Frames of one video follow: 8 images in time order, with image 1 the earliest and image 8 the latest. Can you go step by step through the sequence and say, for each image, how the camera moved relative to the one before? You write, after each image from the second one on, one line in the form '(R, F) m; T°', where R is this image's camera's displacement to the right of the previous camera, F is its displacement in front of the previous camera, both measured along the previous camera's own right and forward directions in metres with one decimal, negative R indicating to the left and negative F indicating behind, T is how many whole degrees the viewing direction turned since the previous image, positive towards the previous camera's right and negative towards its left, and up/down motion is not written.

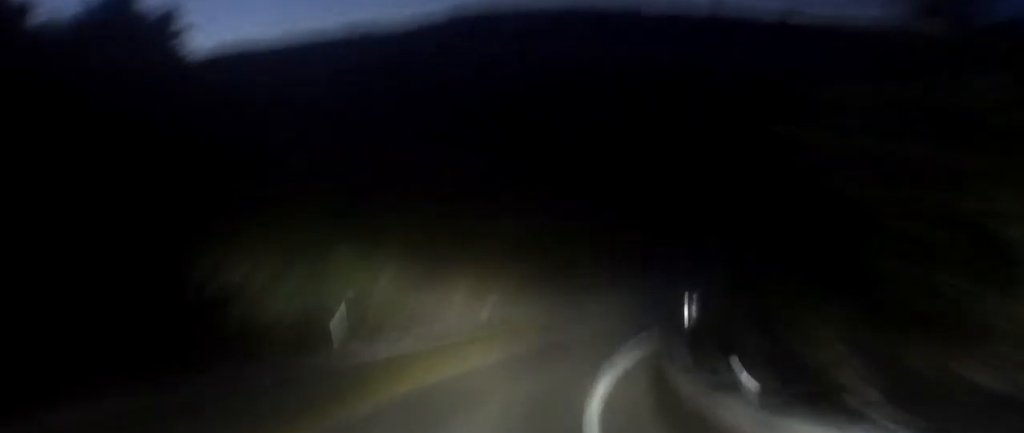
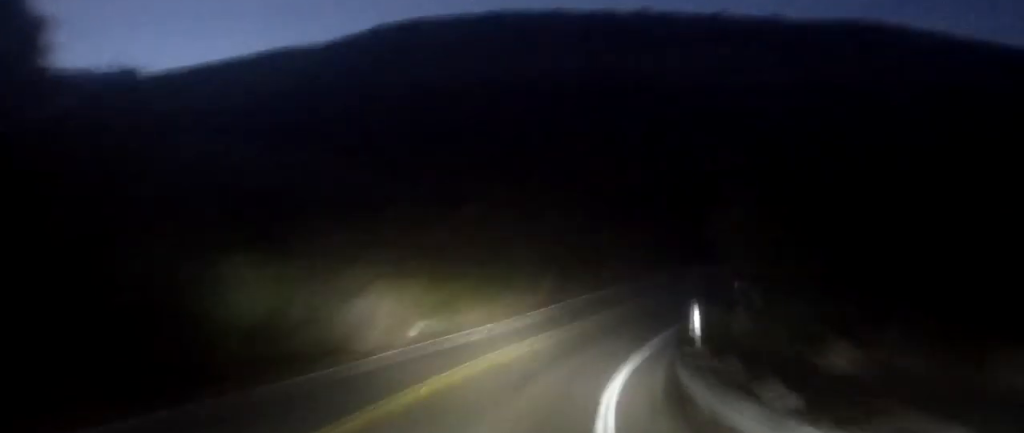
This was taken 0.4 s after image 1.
(+0.2, +4.6) m; +5°
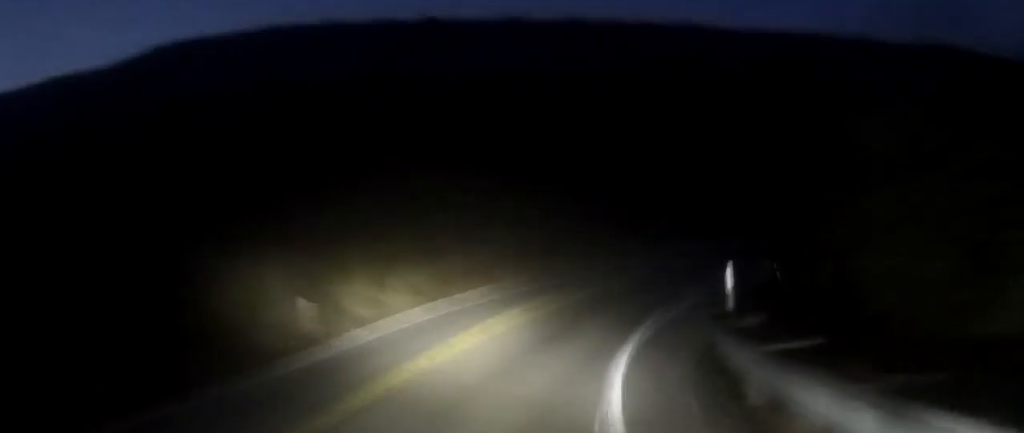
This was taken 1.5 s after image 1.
(+1.2, +12.1) m; +13°
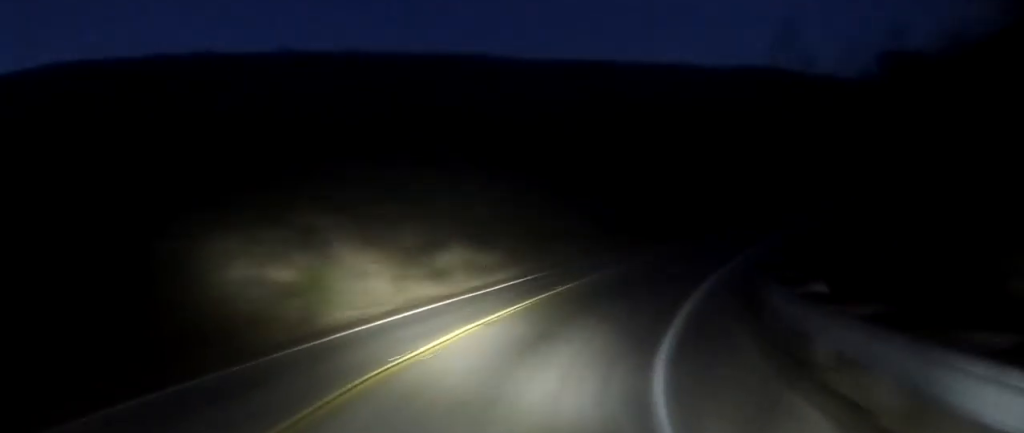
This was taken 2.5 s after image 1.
(+1.2, +10.5) m; +20°
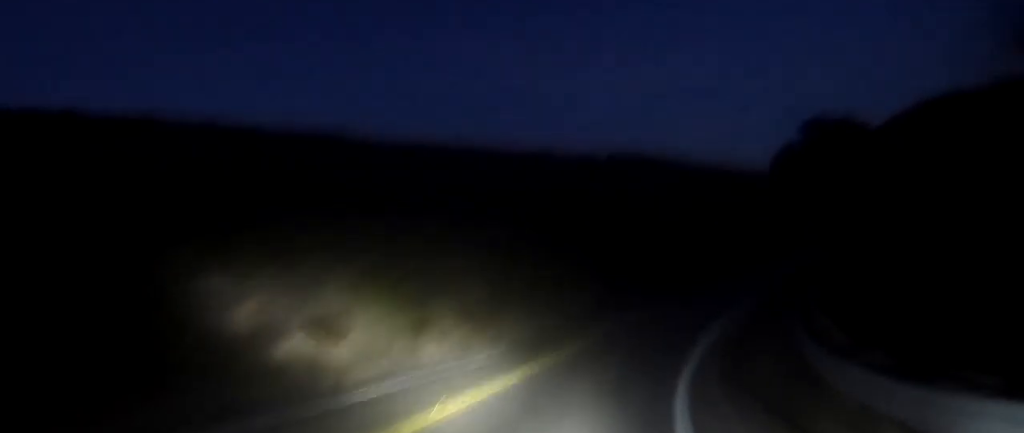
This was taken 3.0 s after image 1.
(+0.6, +5.6) m; +15°
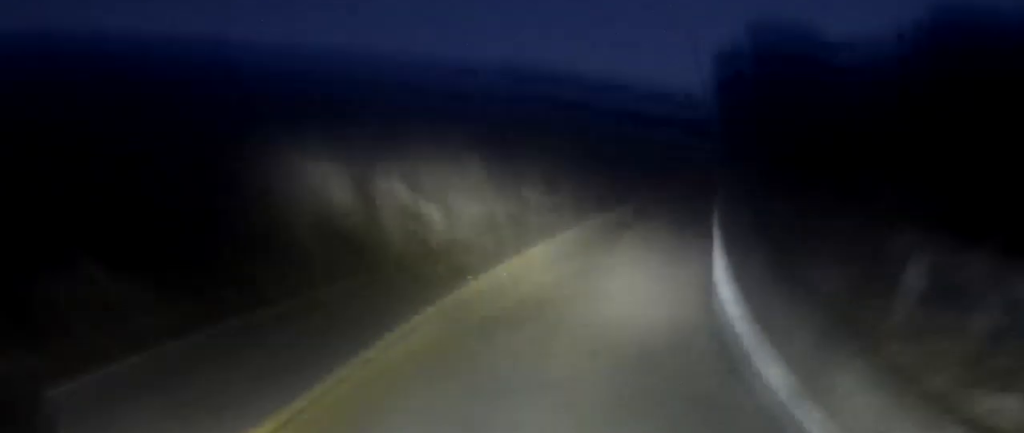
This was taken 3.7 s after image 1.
(+1.4, +6.6) m; +14°
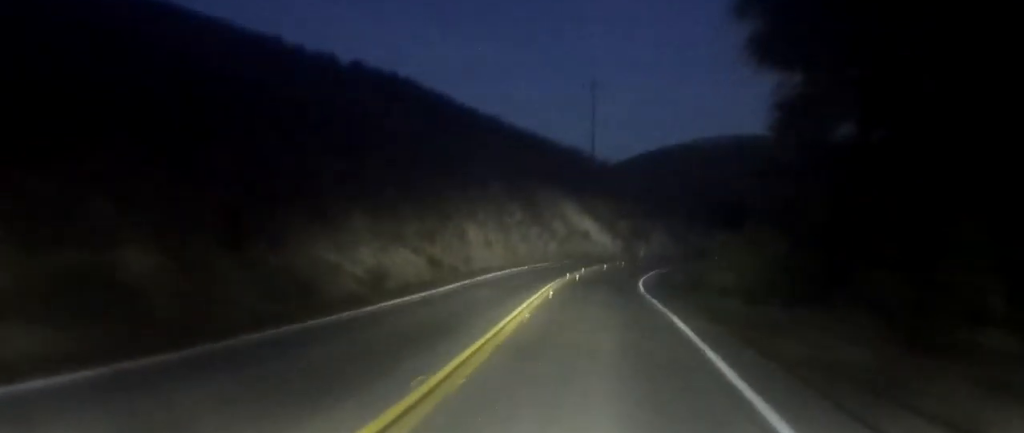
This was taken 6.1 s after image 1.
(+5.6, +25.5) m; +17°
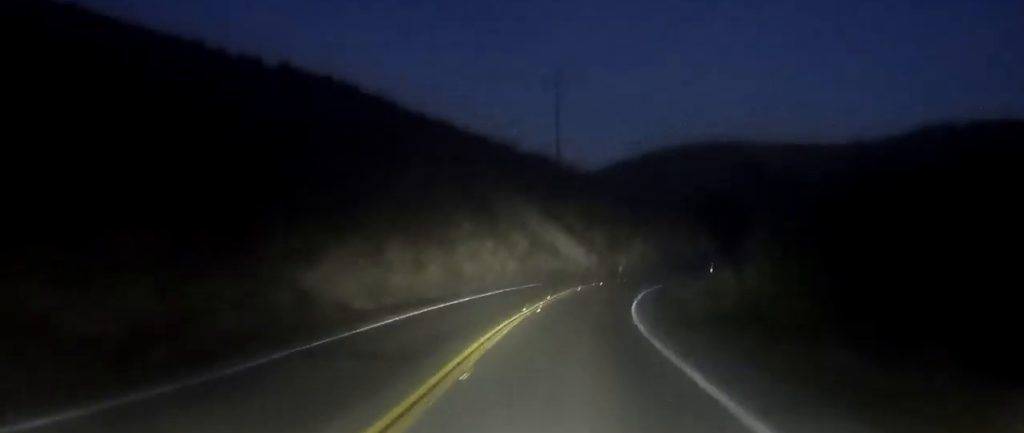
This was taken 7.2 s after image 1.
(+0.5, +12.5) m; +4°
